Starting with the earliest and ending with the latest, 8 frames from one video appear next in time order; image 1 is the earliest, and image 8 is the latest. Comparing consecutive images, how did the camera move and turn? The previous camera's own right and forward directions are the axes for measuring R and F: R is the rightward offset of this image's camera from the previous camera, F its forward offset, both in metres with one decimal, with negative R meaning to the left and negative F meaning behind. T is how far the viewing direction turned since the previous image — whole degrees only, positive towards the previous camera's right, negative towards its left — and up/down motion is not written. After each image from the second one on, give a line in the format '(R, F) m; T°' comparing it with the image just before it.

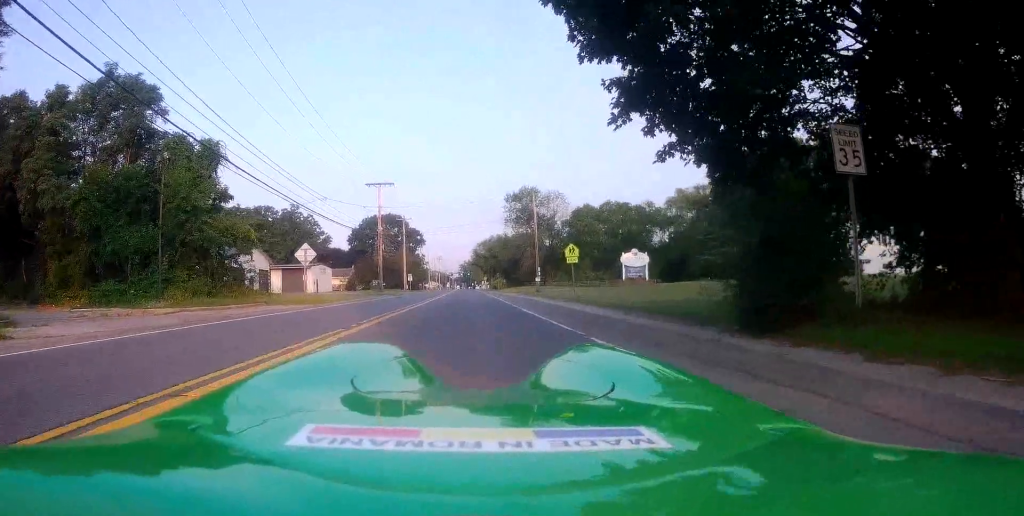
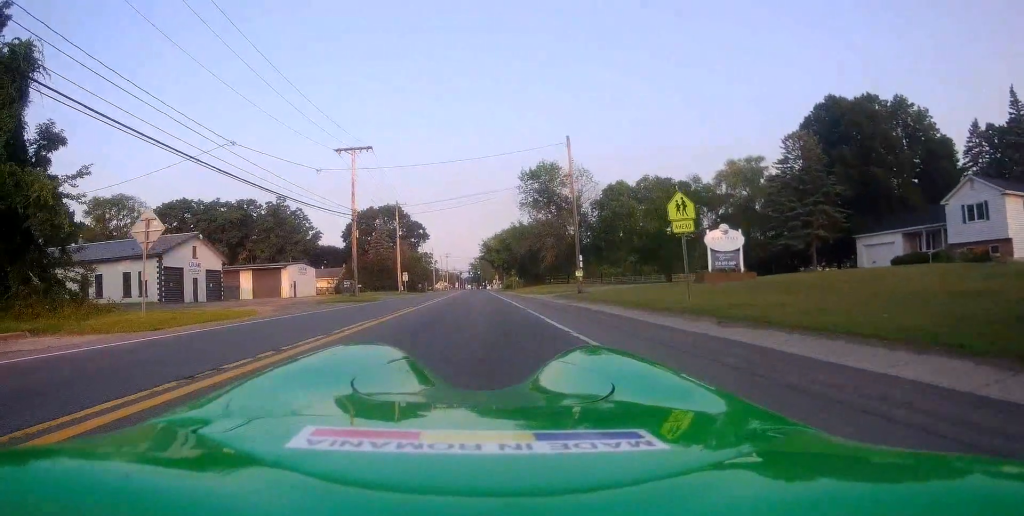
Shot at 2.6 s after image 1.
(+0.4, +16.8) m; 0°
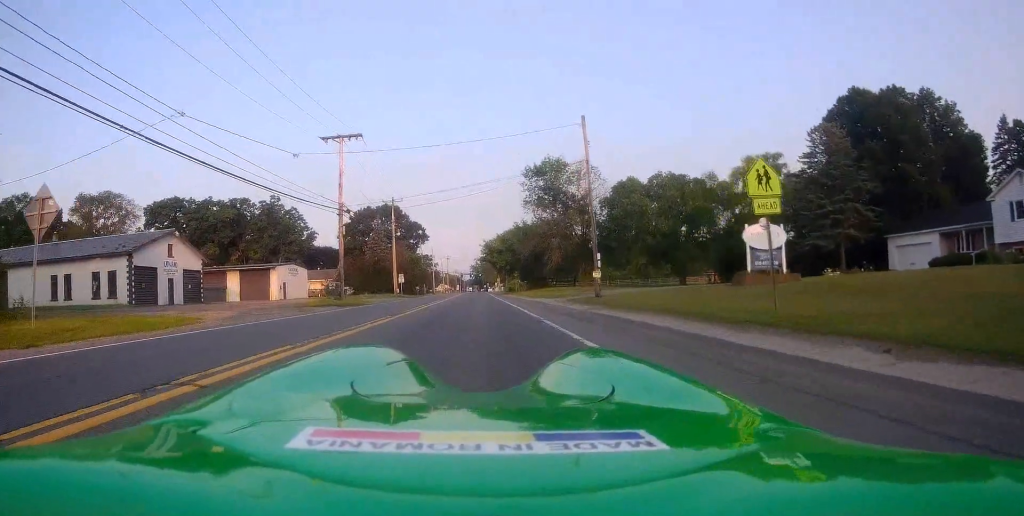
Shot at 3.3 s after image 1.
(-0.3, +4.9) m; 0°
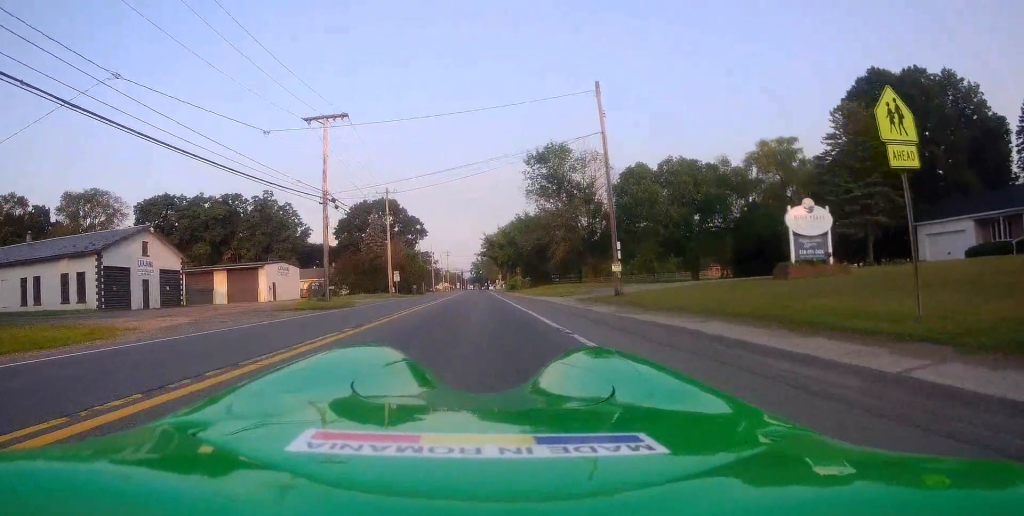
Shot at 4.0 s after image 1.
(0.0, +4.1) m; +1°
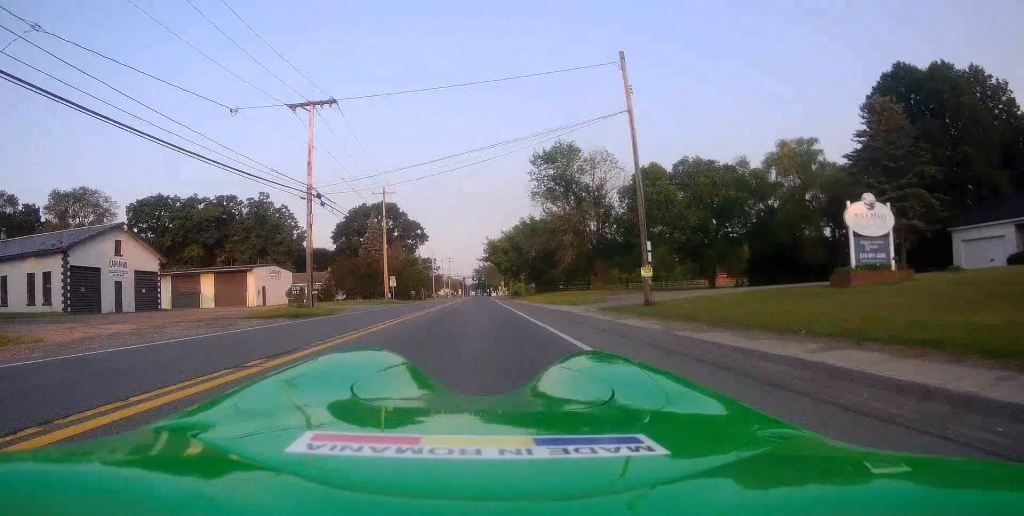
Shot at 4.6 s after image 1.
(+0.2, +4.1) m; +3°
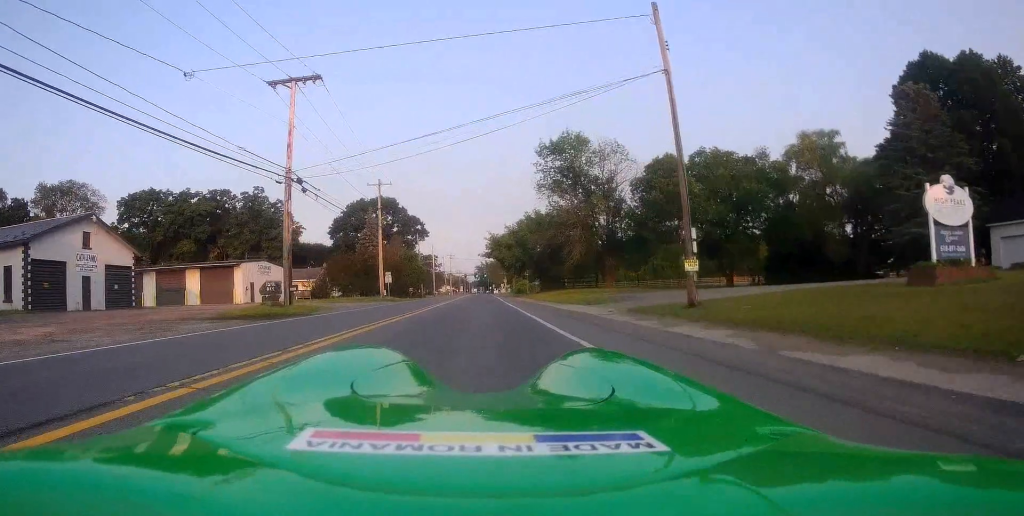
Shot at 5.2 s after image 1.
(0.0, +4.1) m; -2°
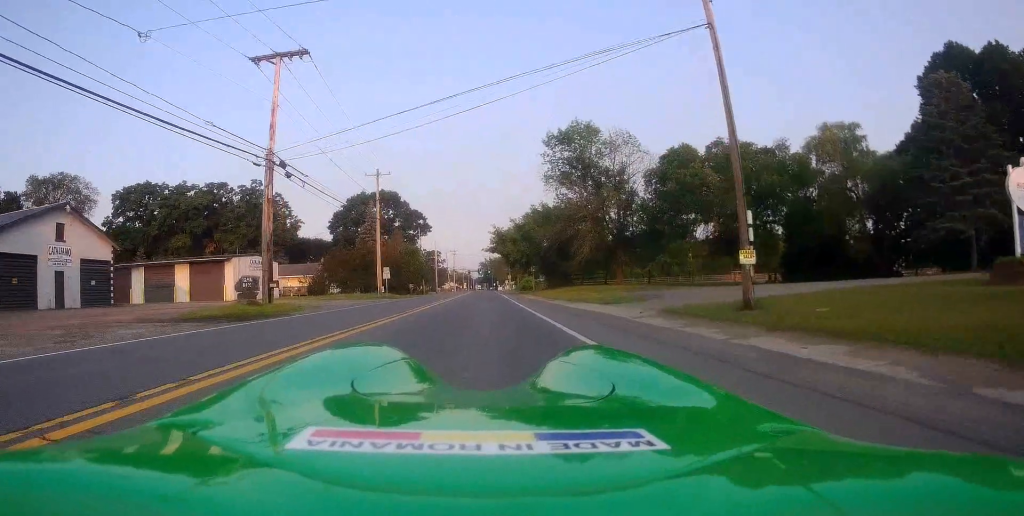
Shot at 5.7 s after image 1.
(+0.1, +3.3) m; -2°
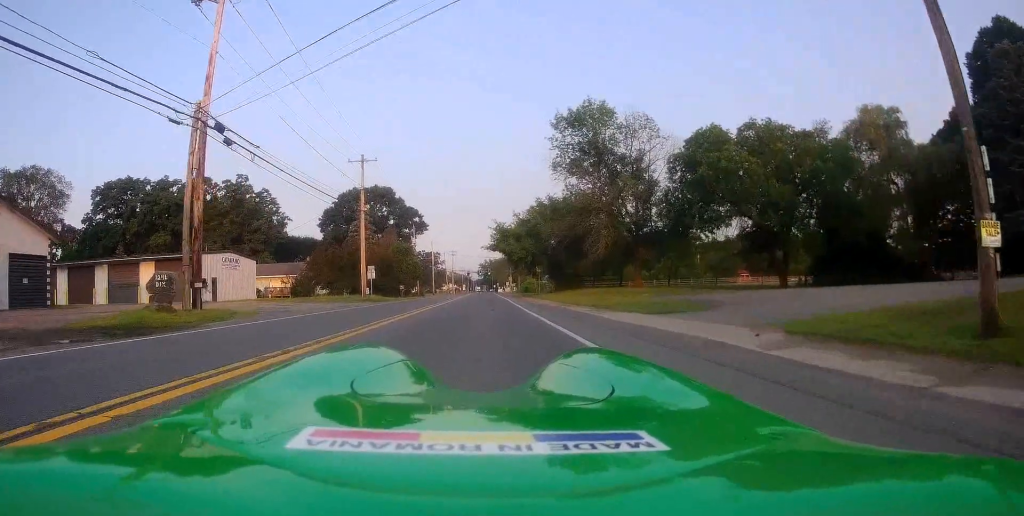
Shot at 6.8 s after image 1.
(-0.5, +7.2) m; 0°
